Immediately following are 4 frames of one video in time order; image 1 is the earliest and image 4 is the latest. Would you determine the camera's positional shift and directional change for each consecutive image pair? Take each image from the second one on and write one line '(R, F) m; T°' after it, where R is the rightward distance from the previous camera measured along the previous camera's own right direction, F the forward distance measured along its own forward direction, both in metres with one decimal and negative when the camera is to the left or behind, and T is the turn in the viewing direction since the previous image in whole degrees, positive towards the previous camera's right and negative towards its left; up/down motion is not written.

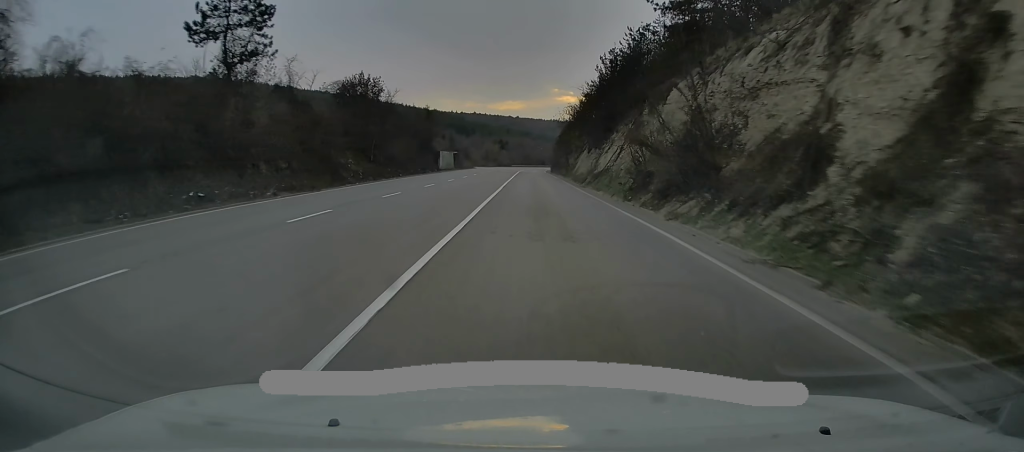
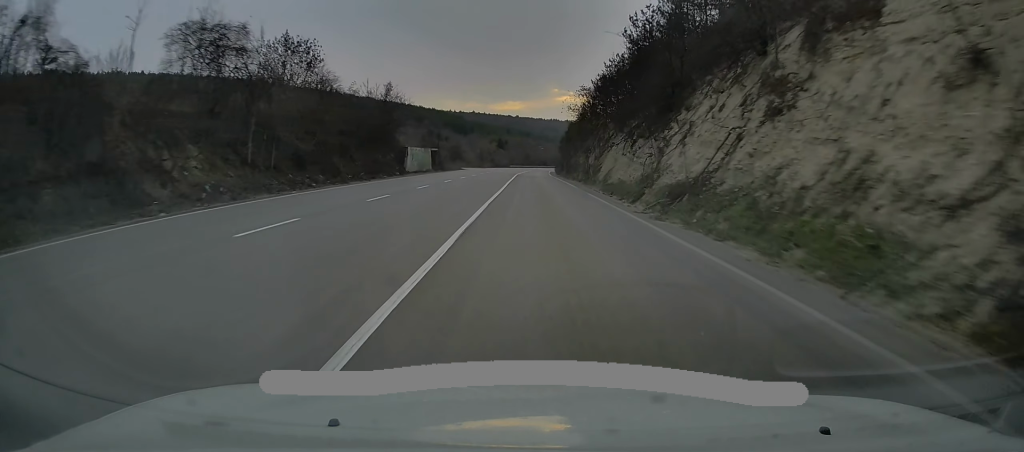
(-0.1, +21.1) m; 0°
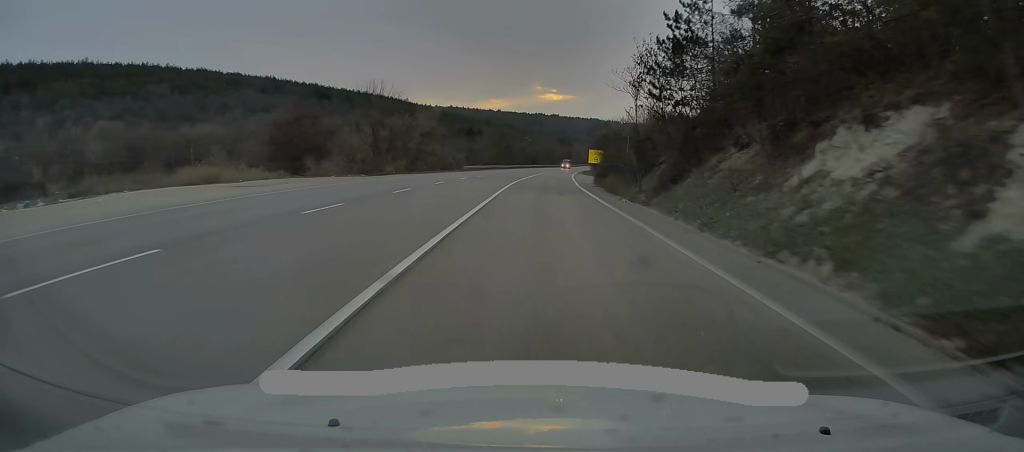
(+0.7, +96.4) m; +1°
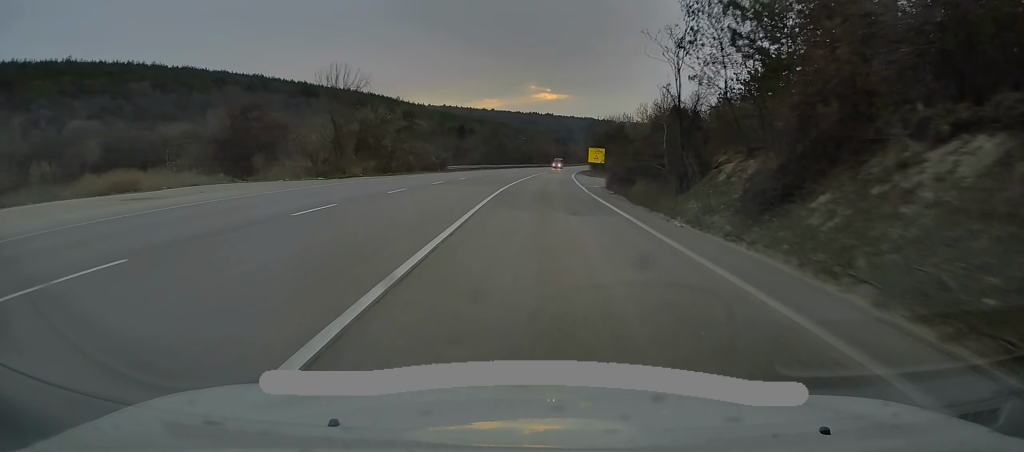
(0.0, +9.7) m; 0°
